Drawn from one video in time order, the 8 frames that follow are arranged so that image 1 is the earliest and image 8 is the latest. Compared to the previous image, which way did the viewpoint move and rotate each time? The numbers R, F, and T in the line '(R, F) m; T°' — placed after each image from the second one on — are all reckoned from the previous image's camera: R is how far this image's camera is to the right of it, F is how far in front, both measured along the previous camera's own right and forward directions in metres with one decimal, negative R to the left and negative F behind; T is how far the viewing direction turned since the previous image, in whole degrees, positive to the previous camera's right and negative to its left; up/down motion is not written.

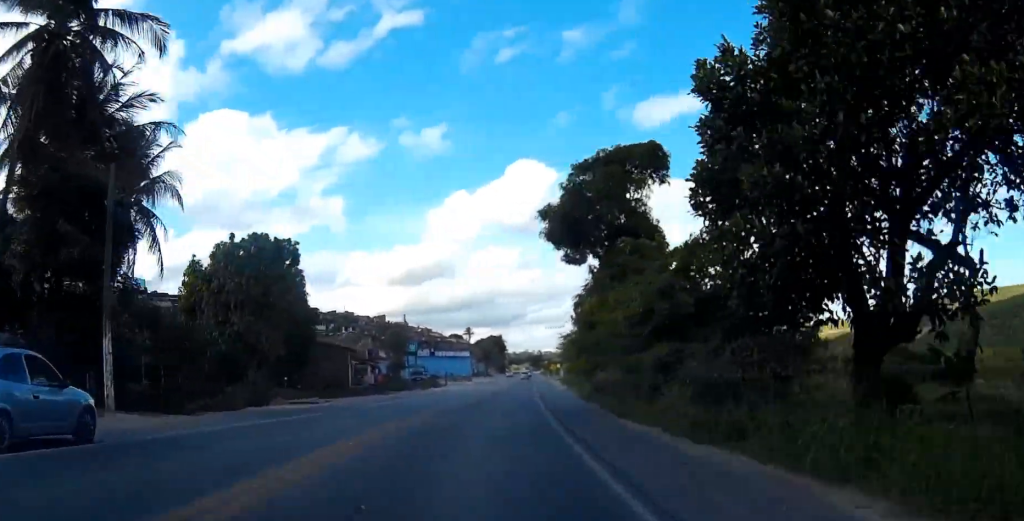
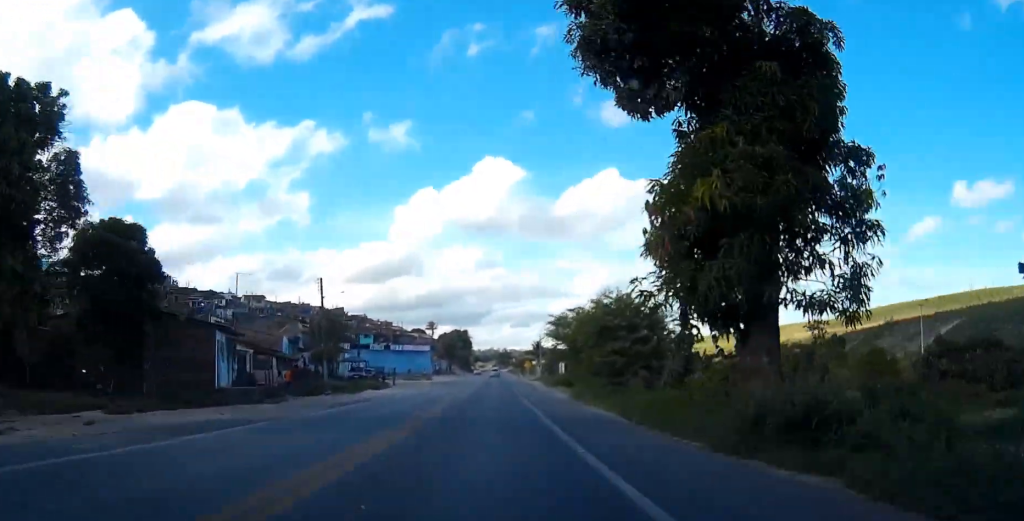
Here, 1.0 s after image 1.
(+0.8, +23.5) m; +3°
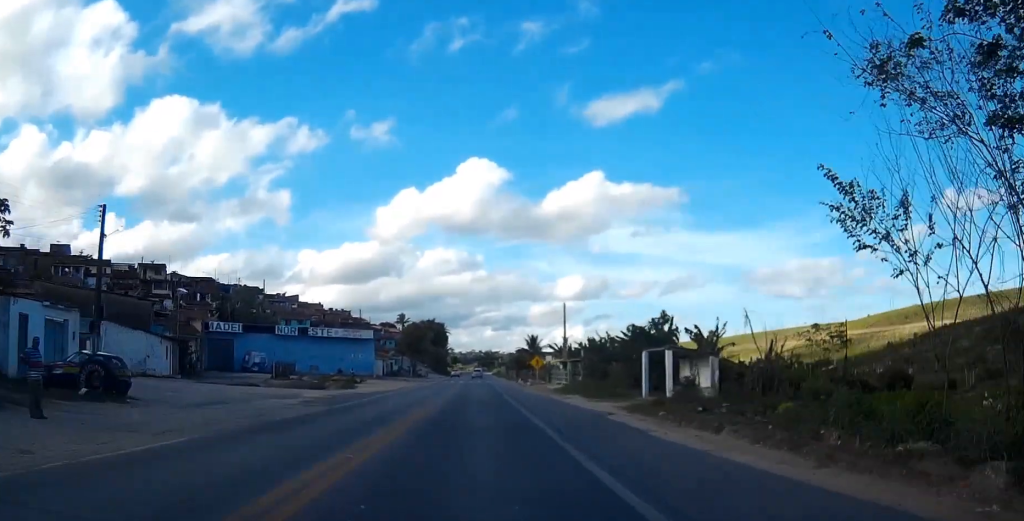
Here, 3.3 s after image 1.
(+2.2, +58.5) m; +3°
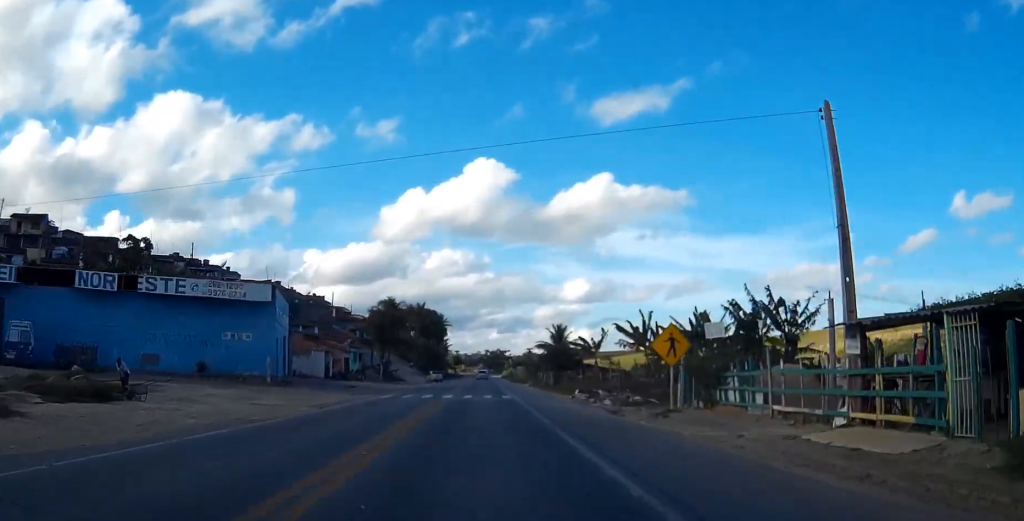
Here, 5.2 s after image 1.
(-0.3, +50.3) m; -1°
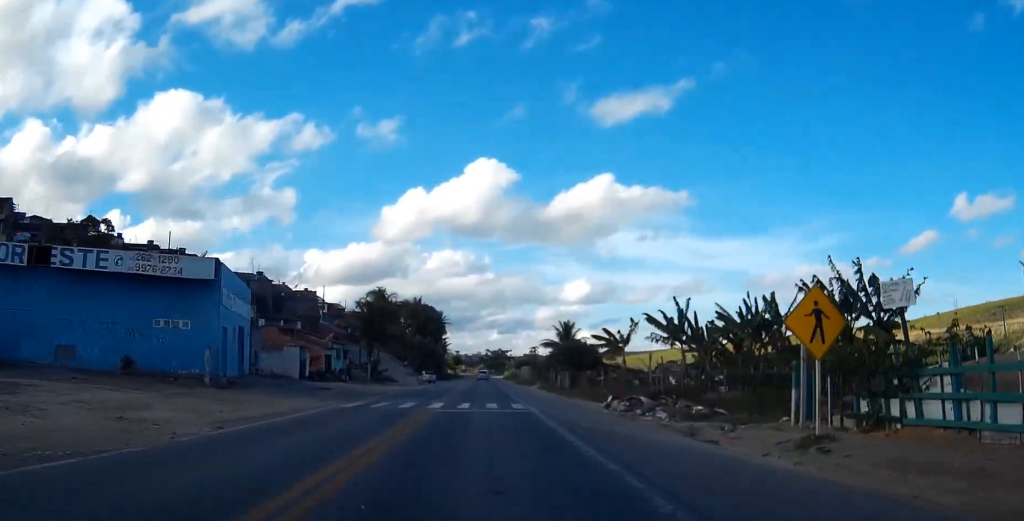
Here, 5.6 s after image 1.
(0.0, +10.7) m; 0°
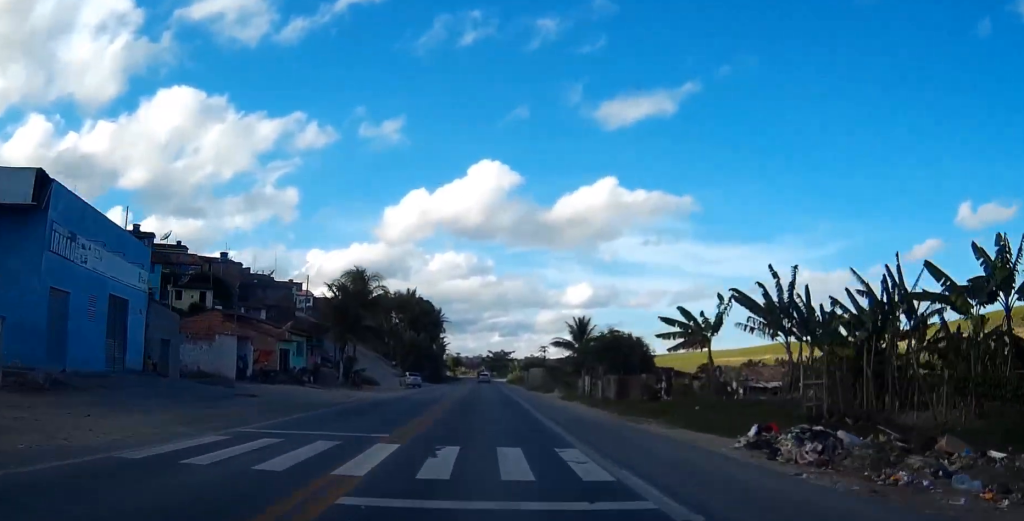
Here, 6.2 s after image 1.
(+0.1, +17.3) m; 0°
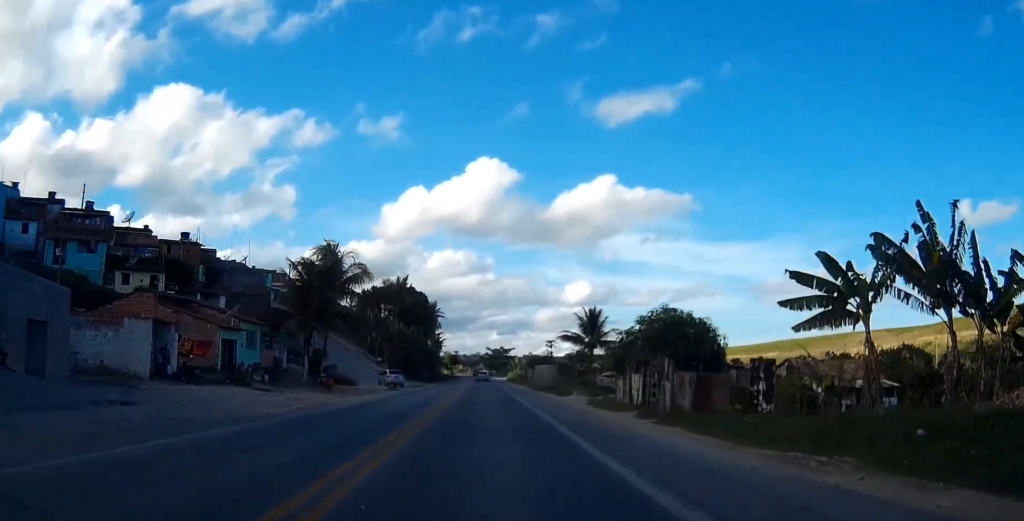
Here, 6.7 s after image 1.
(0.0, +12.8) m; 0°
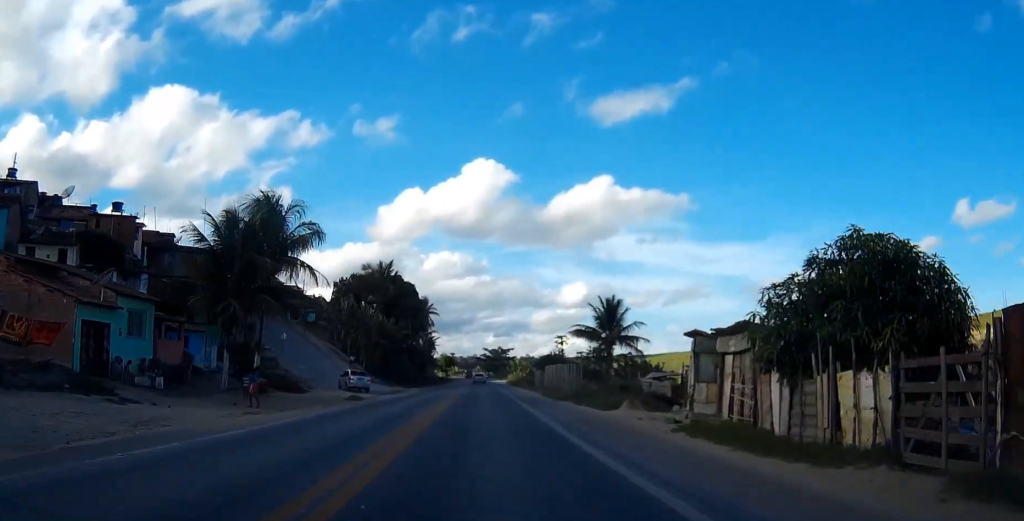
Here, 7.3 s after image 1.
(0.0, +16.6) m; 0°
